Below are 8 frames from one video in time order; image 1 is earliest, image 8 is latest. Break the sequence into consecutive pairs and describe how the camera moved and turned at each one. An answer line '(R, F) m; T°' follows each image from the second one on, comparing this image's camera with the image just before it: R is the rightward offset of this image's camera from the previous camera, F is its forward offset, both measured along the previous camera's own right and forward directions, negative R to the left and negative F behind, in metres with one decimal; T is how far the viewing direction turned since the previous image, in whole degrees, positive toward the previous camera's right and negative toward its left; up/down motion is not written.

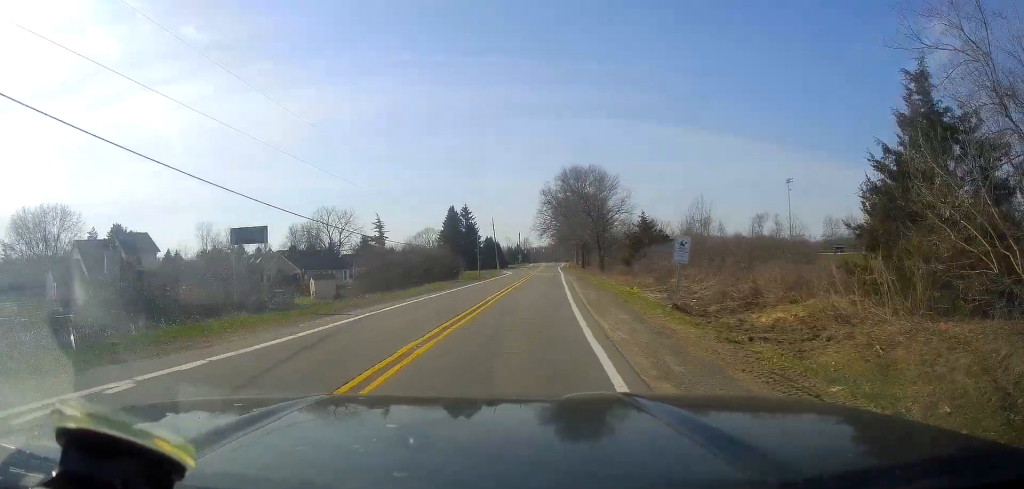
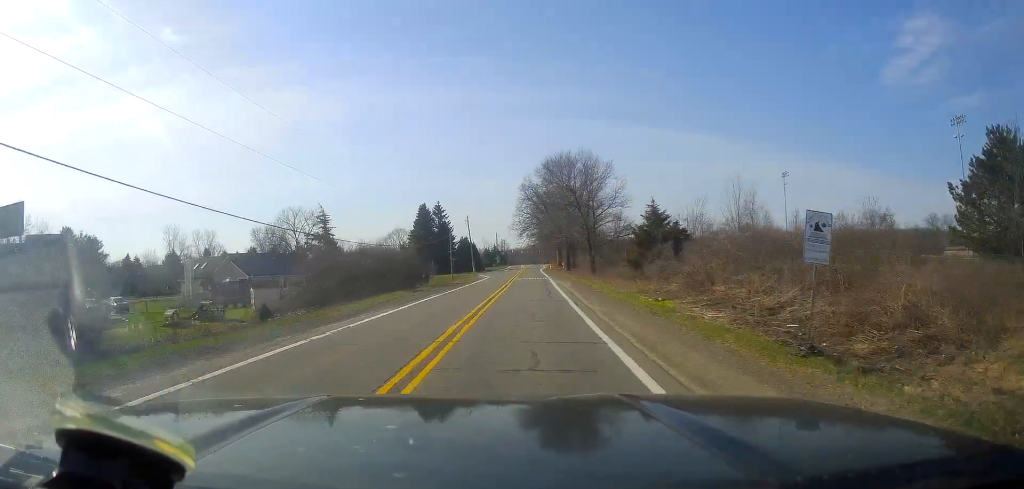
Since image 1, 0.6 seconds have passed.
(-0.1, +11.6) m; +3°
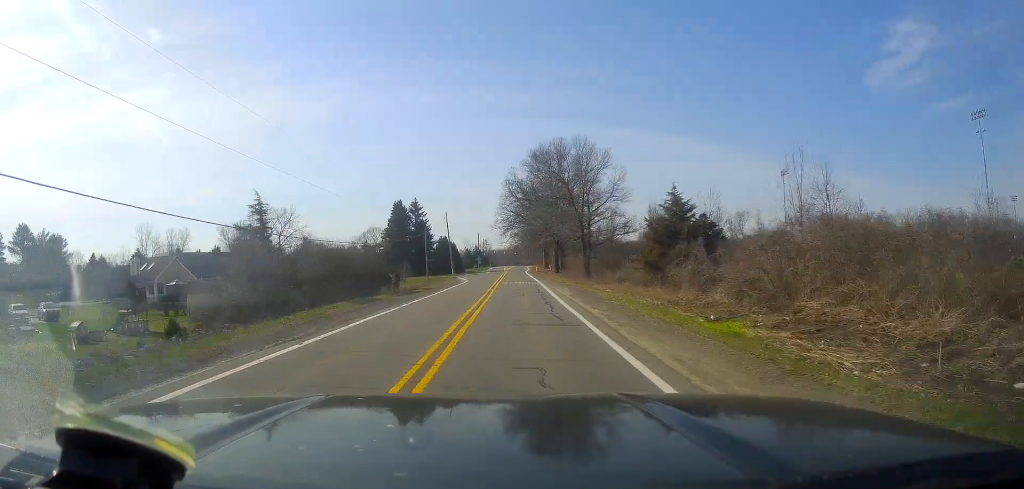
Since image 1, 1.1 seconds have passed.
(+0.6, +9.8) m; +2°
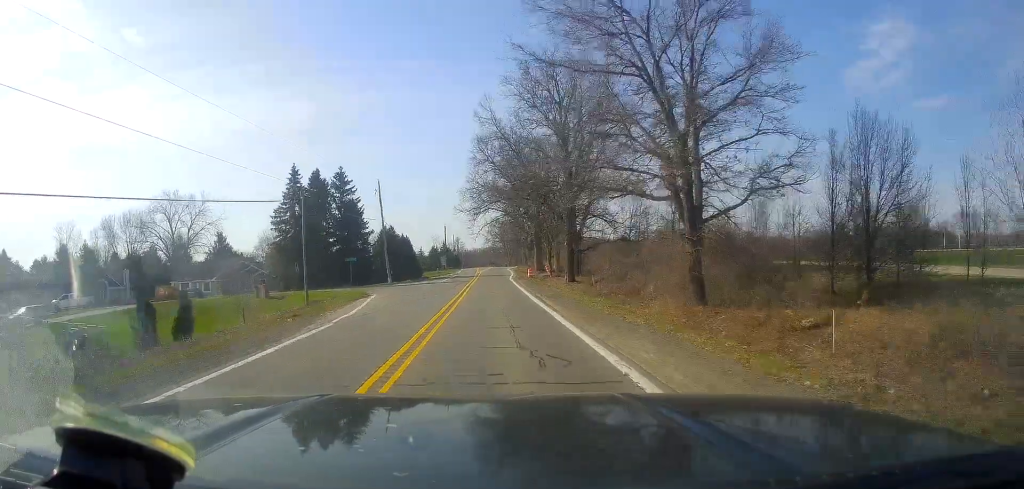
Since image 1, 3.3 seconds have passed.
(+2.3, +43.7) m; +4°
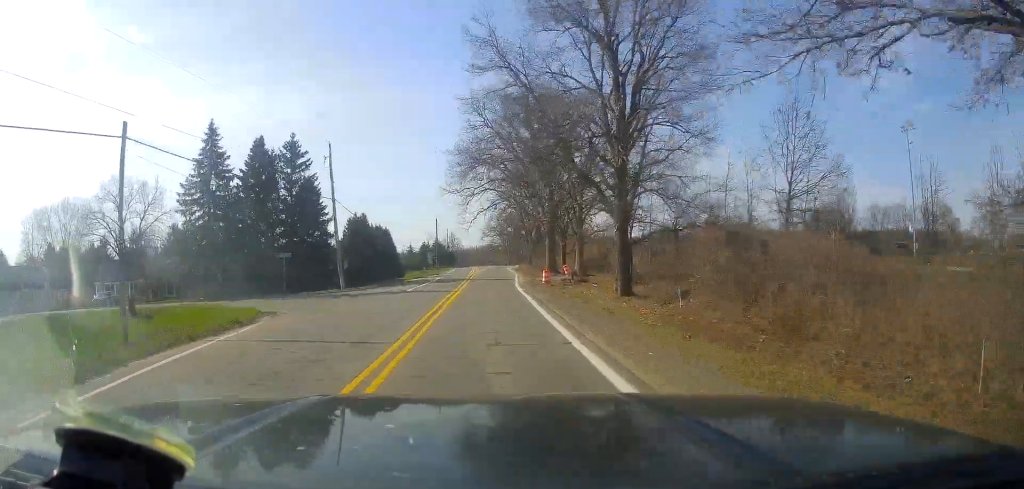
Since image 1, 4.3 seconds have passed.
(0.0, +20.7) m; -2°
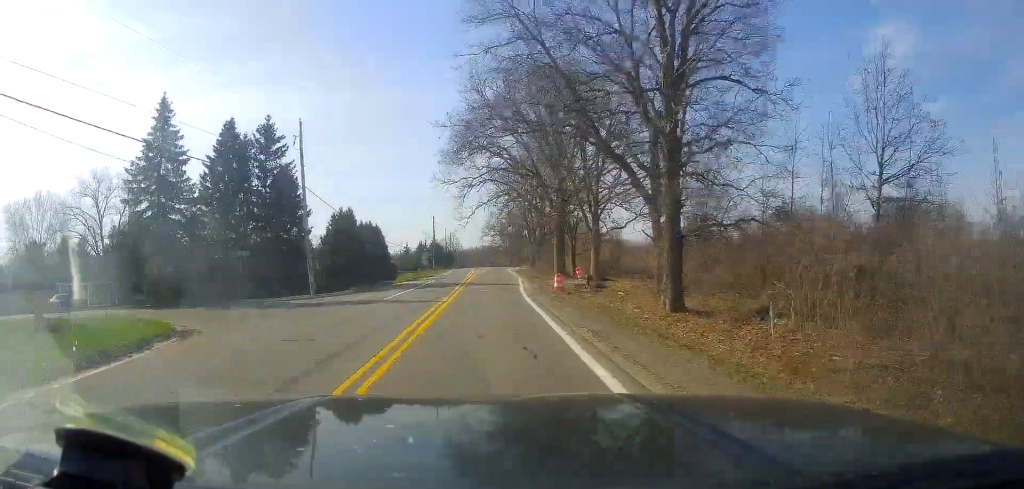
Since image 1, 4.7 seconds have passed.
(0.0, +8.0) m; -1°
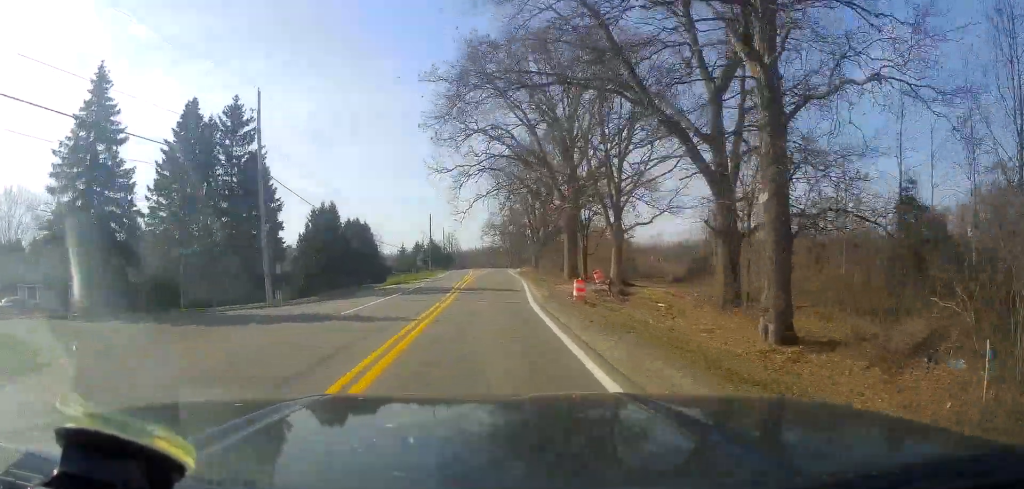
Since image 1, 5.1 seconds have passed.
(-0.3, +7.9) m; 0°
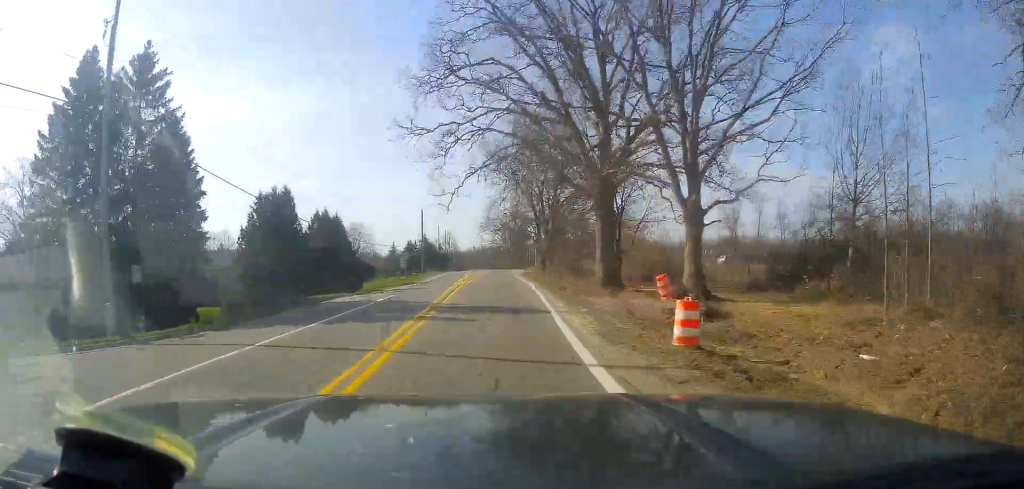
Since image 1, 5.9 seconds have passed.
(-0.2, +14.4) m; +1°
